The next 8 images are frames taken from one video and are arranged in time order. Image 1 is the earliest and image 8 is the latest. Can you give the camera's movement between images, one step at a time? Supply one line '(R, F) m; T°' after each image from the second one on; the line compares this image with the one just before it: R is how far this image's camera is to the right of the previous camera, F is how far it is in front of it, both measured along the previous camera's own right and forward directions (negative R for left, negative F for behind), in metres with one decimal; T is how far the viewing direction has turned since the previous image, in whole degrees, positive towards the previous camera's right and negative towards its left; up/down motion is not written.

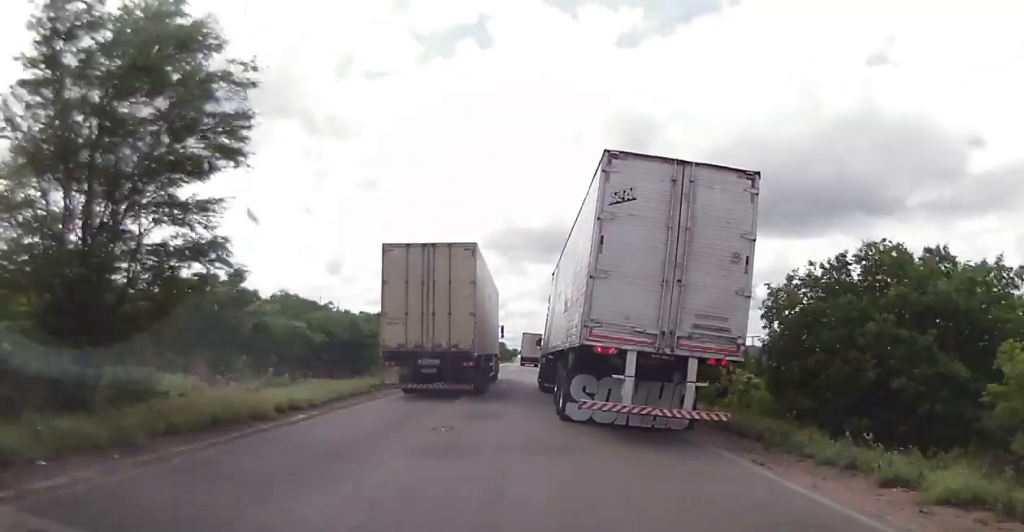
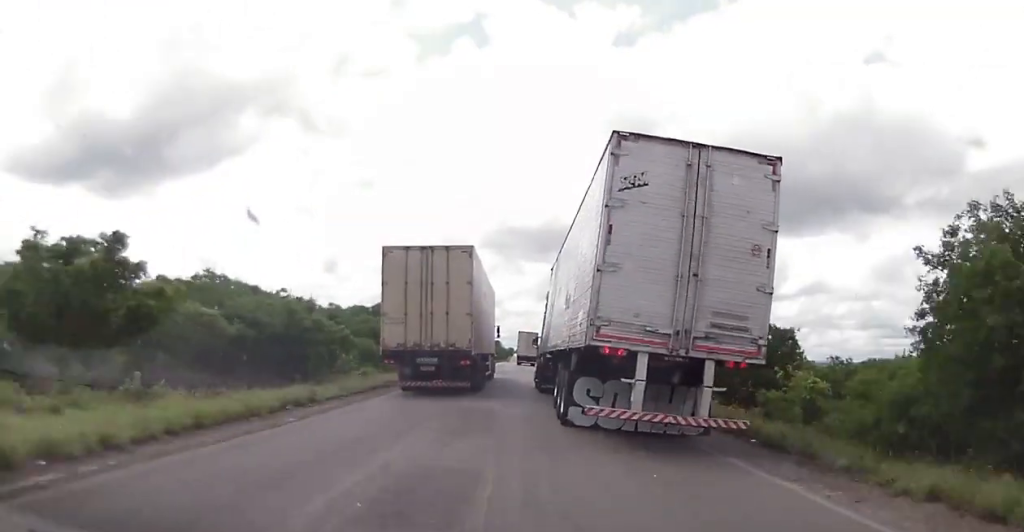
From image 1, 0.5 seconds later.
(0.0, +8.3) m; 0°
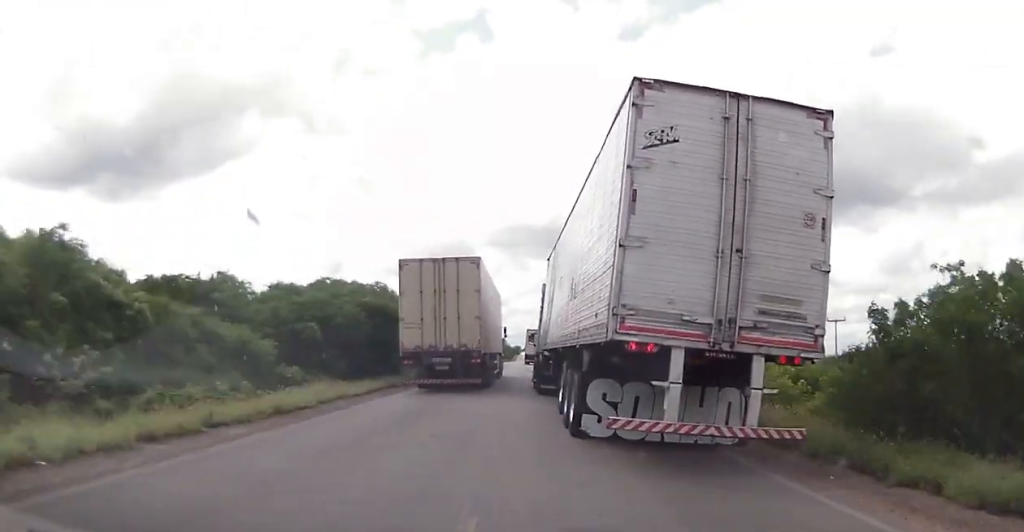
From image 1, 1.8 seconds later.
(-0.2, +19.1) m; 0°
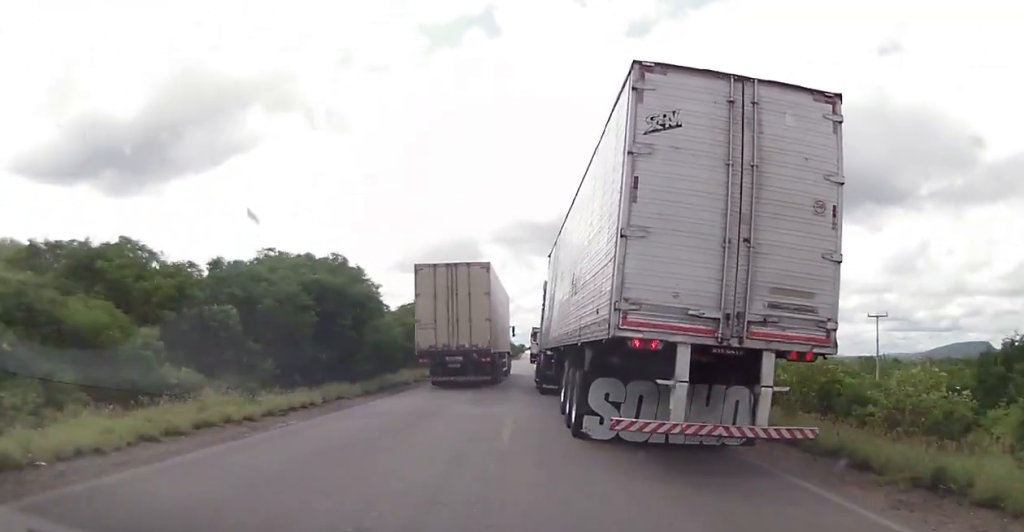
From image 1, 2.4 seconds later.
(0.0, +8.6) m; 0°
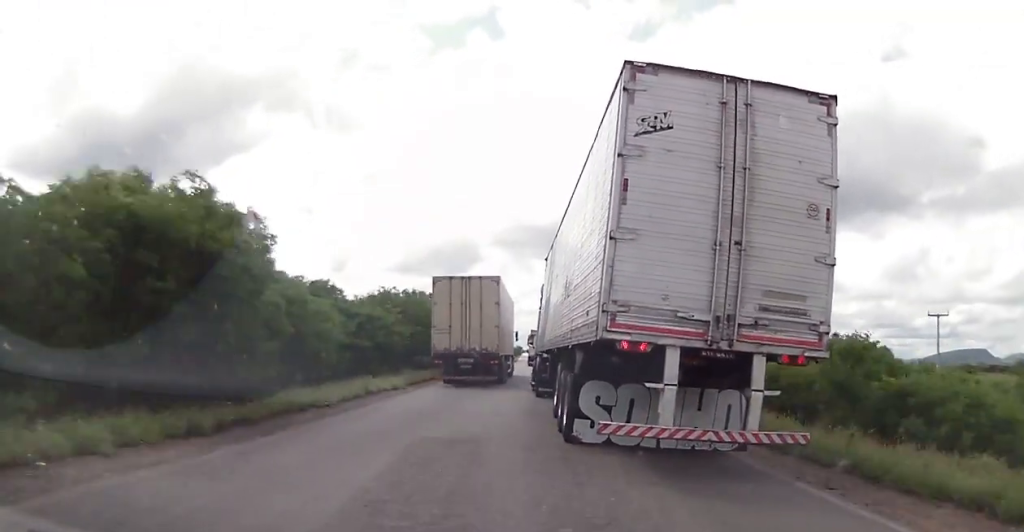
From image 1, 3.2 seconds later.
(+0.1, +11.5) m; -1°
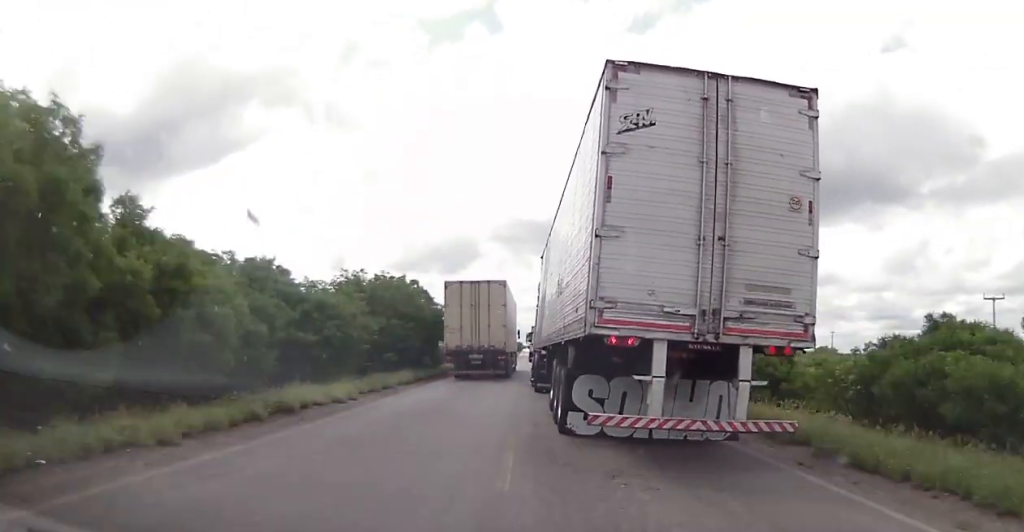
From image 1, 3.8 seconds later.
(-0.3, +8.0) m; -1°
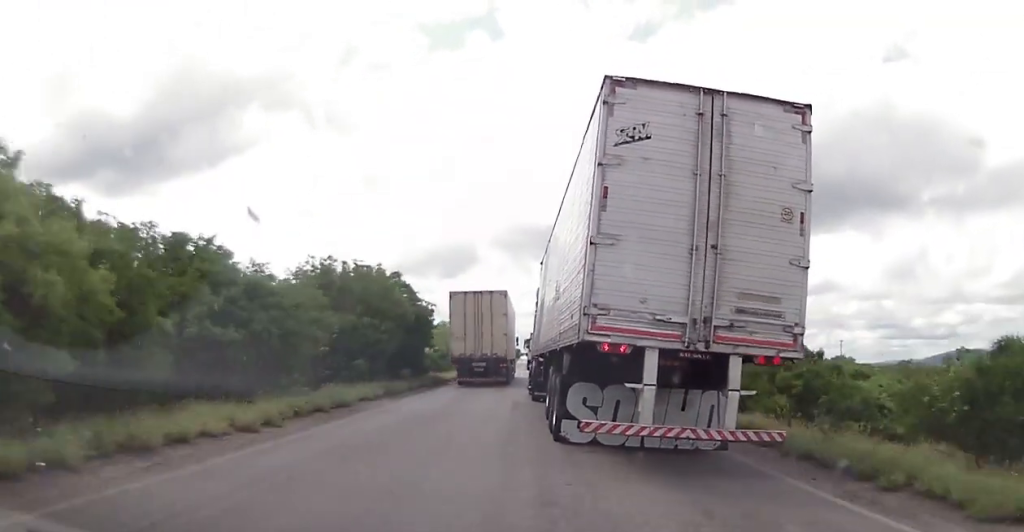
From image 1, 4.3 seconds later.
(-0.1, +5.7) m; 0°
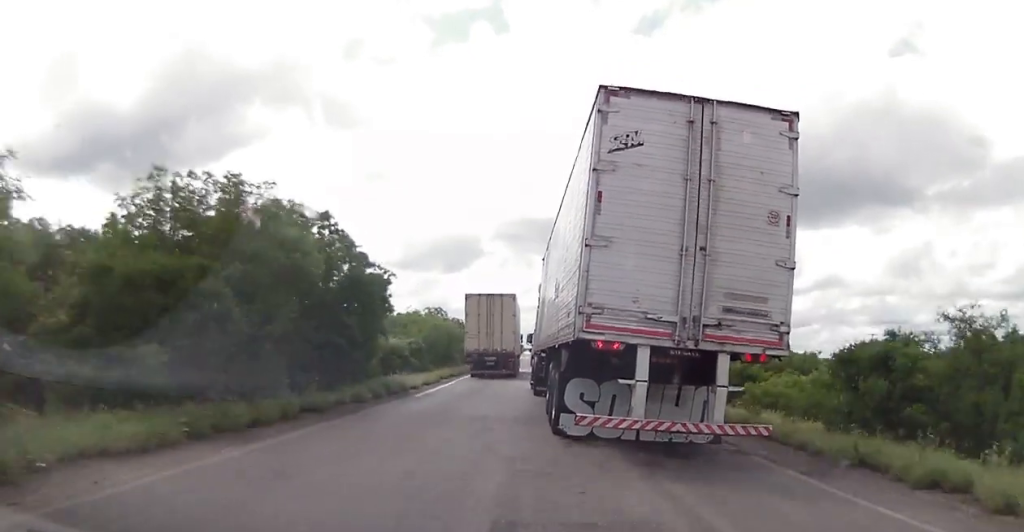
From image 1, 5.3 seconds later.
(+0.3, +13.5) m; +2°
